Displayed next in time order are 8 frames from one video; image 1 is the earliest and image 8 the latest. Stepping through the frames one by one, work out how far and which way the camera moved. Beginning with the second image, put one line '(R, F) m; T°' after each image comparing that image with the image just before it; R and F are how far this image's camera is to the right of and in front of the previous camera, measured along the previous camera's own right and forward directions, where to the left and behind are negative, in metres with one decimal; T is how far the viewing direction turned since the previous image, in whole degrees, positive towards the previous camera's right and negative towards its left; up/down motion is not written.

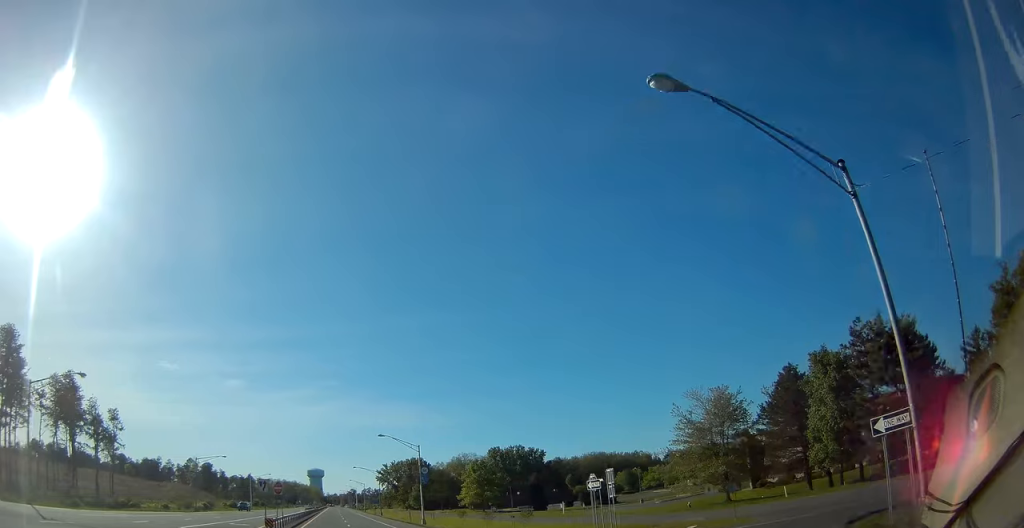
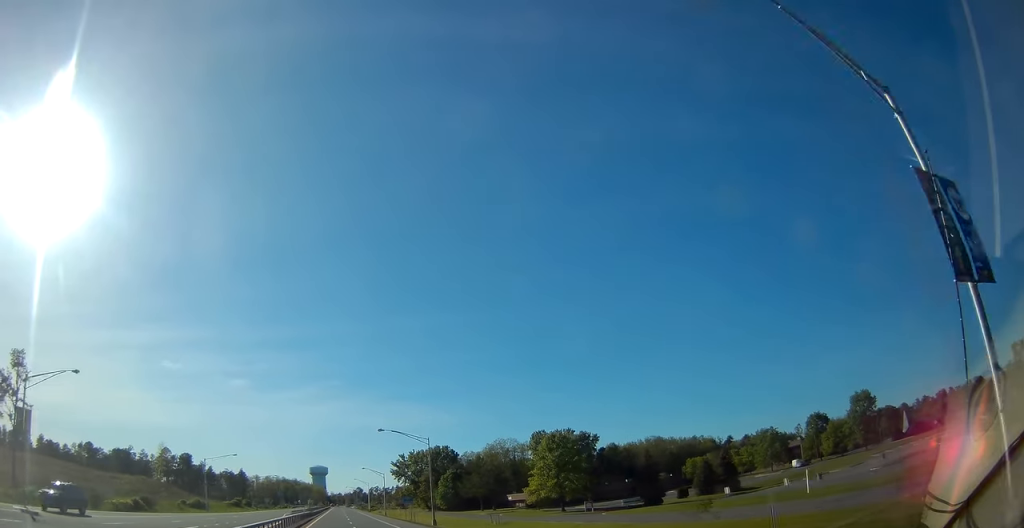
(+0.1, +54.2) m; 0°
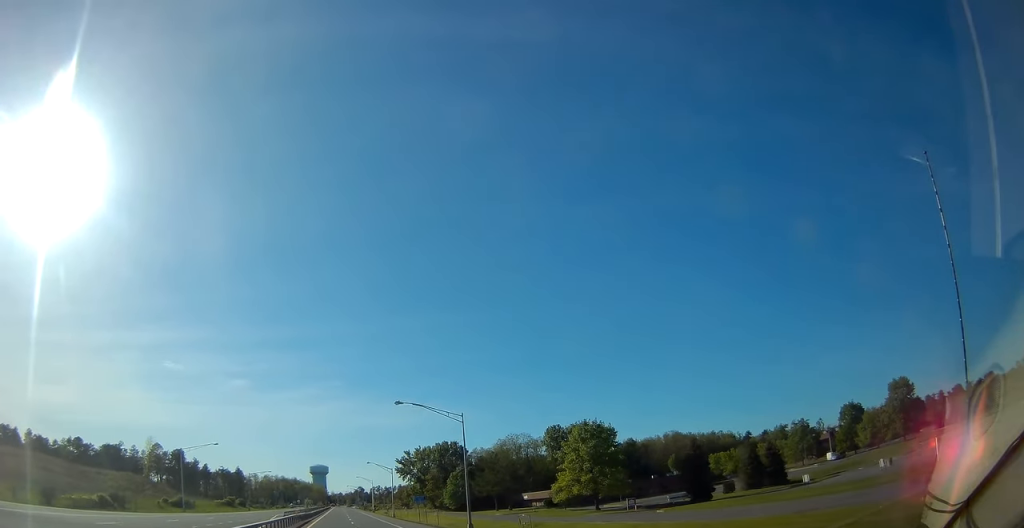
(0.0, +14.5) m; 0°
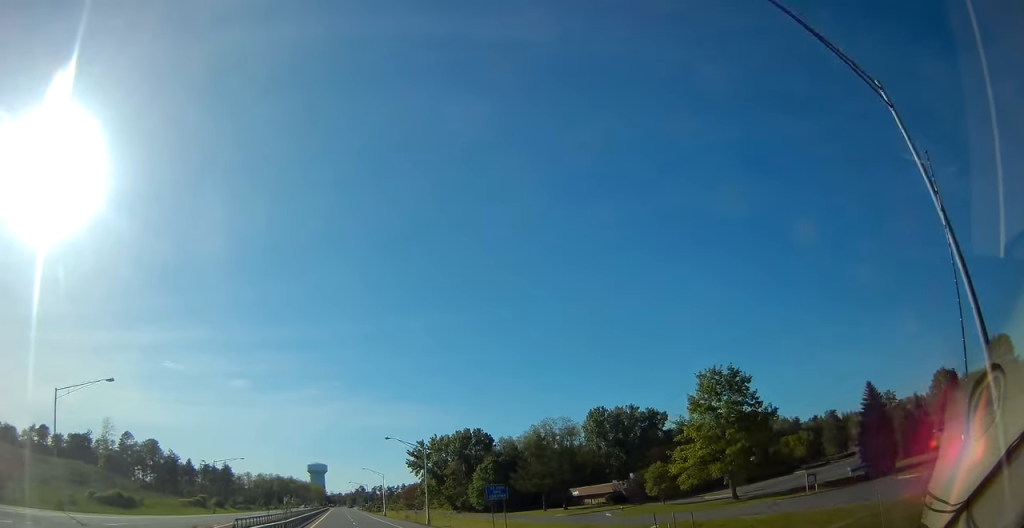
(-0.5, +36.0) m; -1°
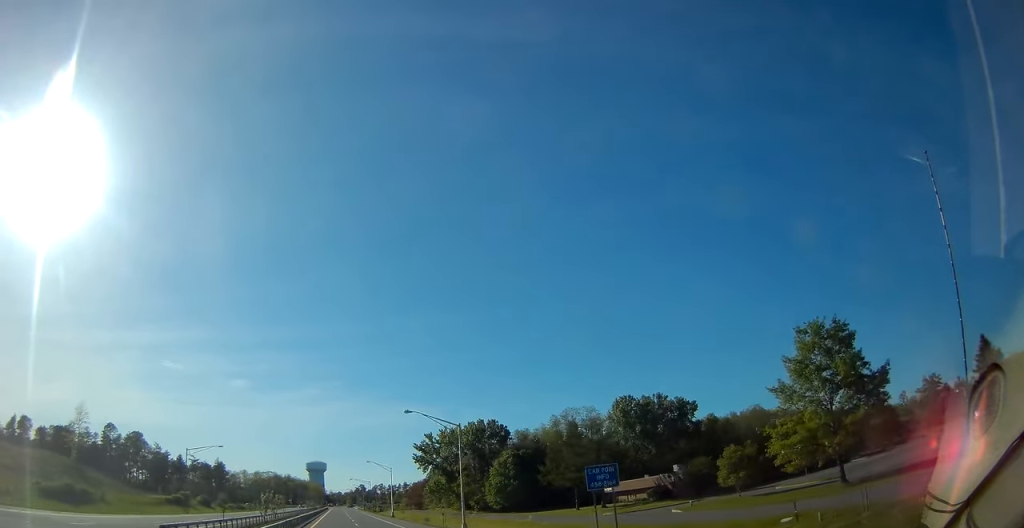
(0.0, +15.9) m; 0°
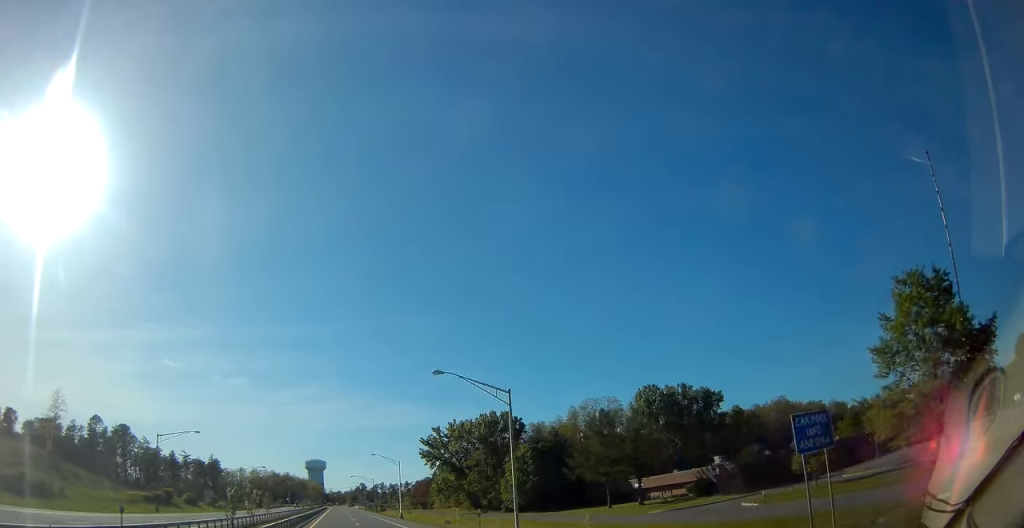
(+0.1, +12.7) m; 0°
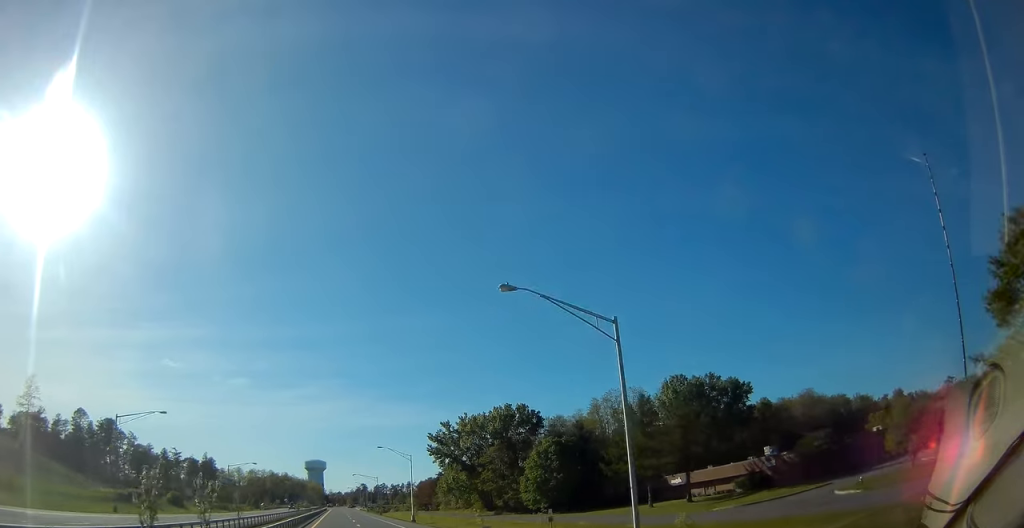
(0.0, +12.6) m; +1°
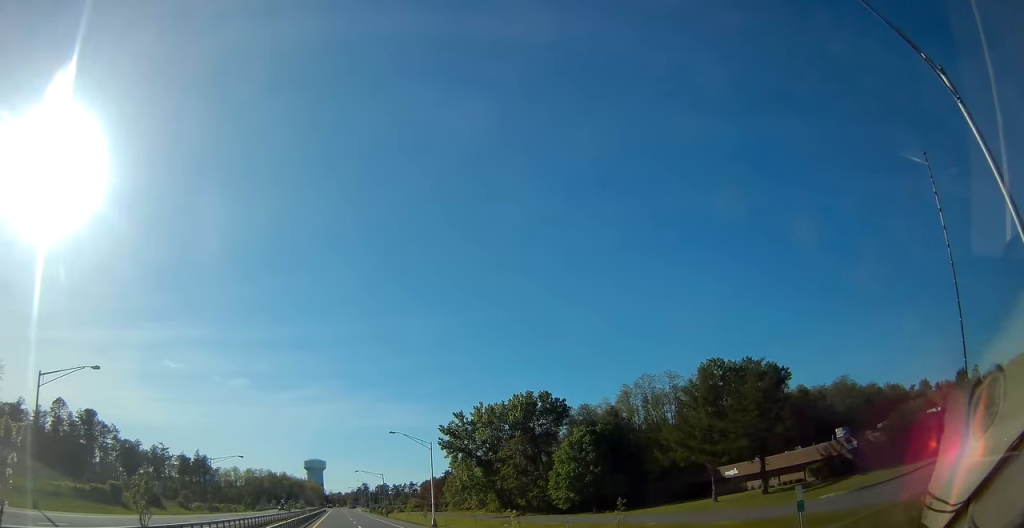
(-0.1, +14.9) m; +1°
